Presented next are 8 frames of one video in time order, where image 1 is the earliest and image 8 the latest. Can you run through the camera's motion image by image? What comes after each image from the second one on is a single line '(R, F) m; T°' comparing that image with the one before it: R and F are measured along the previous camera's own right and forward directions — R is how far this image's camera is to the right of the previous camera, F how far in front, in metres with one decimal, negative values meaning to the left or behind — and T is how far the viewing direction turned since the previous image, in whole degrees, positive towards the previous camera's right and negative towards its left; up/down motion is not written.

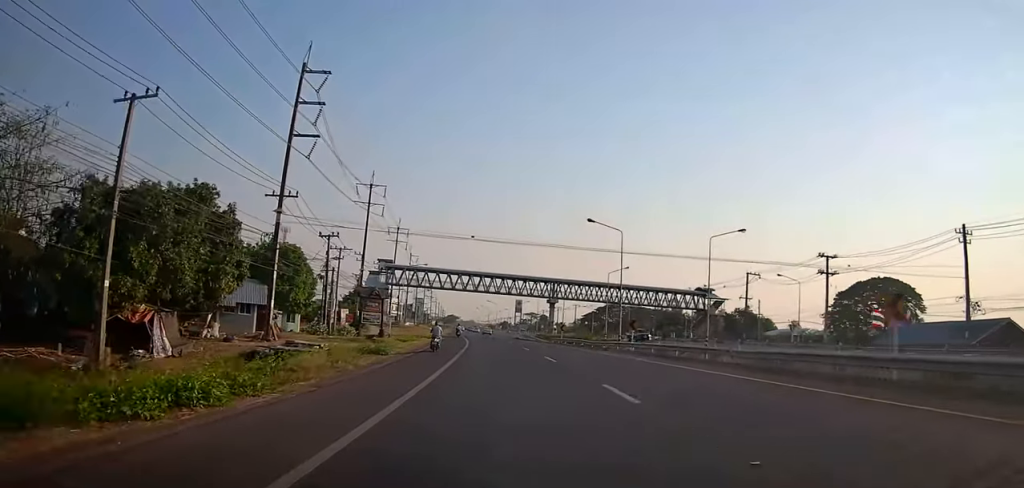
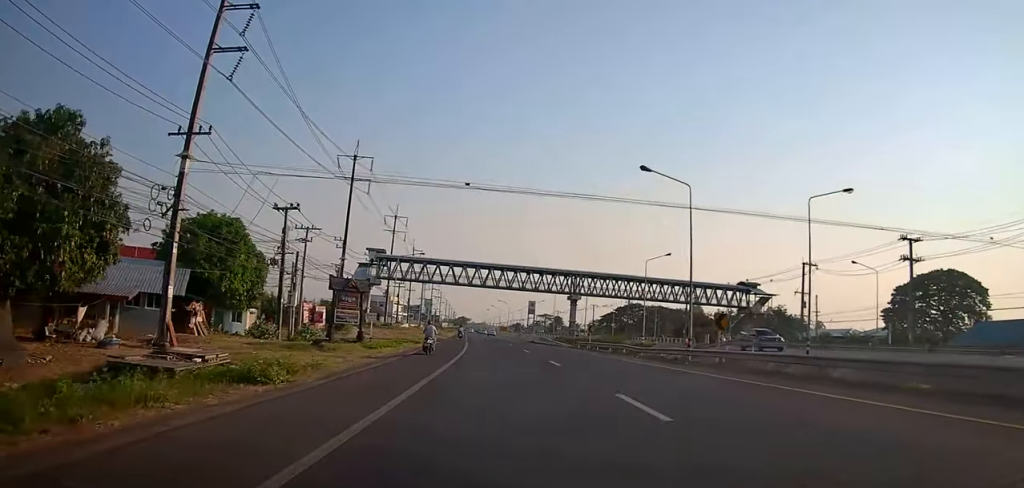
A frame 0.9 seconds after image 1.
(-0.4, +14.1) m; 0°
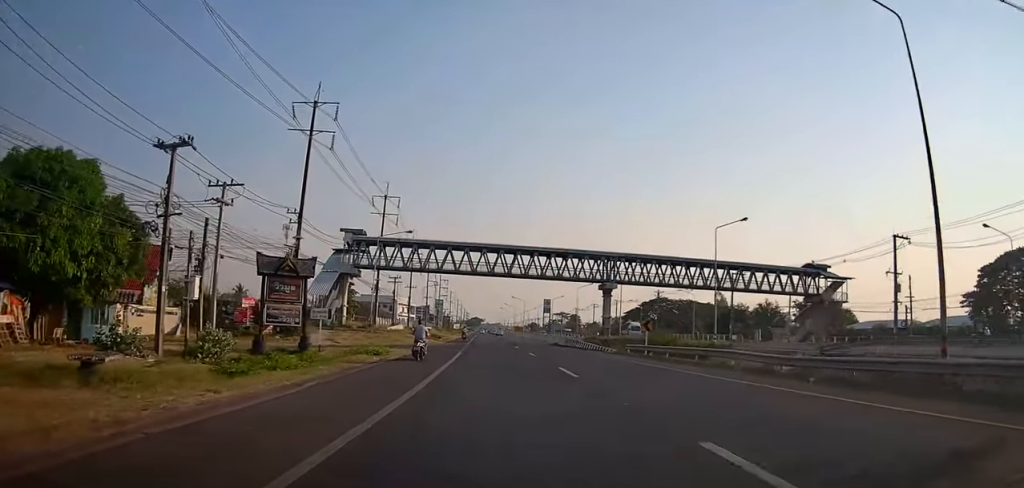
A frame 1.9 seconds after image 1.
(+0.3, +17.2) m; -1°
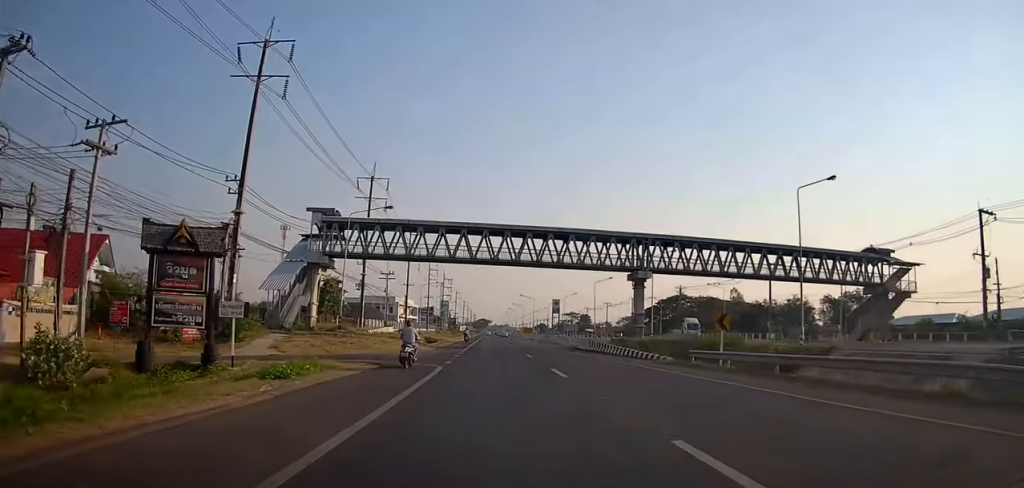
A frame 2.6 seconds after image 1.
(-0.4, +12.0) m; -2°
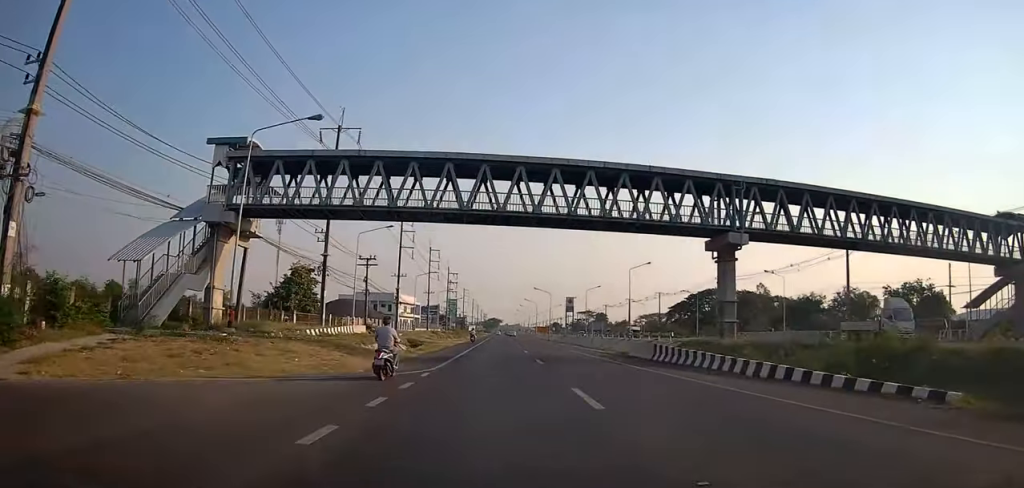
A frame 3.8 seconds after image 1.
(0.0, +18.4) m; 0°
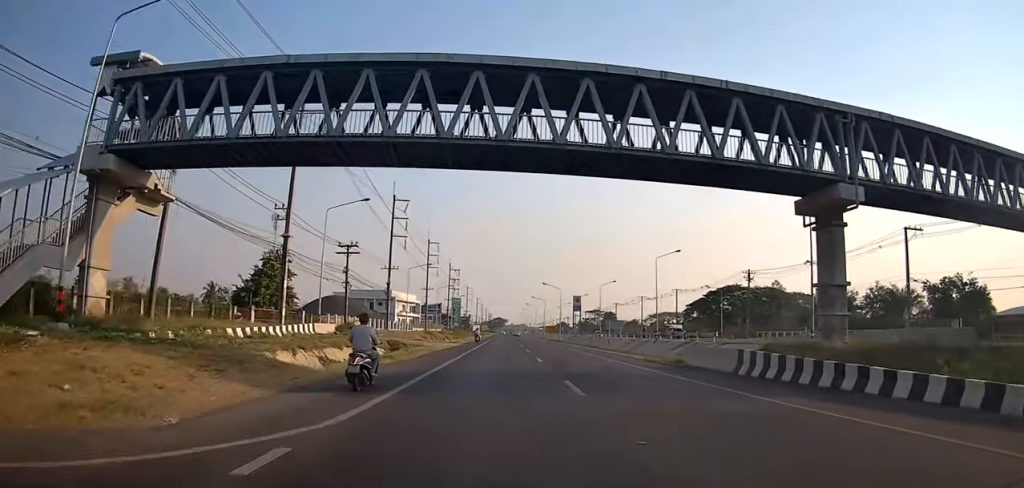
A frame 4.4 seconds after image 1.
(0.0, +10.5) m; 0°
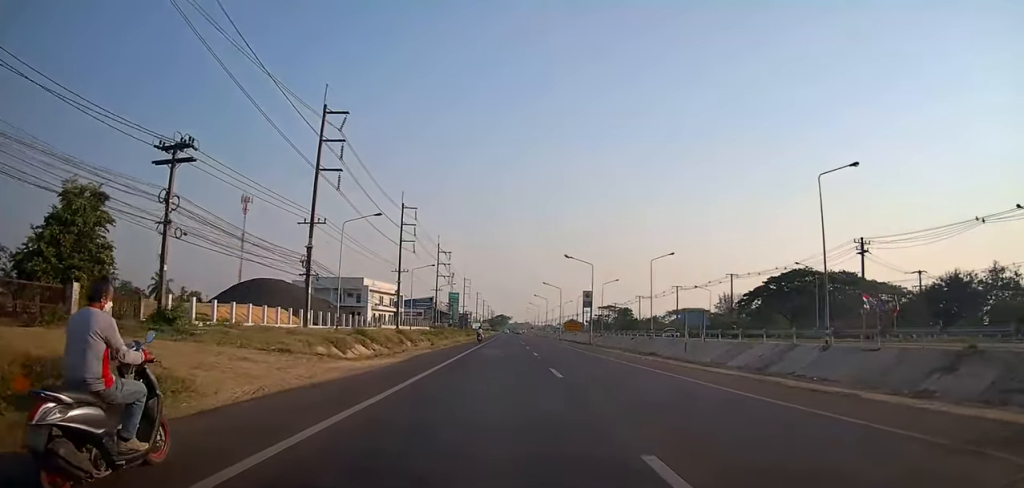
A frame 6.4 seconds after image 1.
(-0.1, +33.0) m; 0°
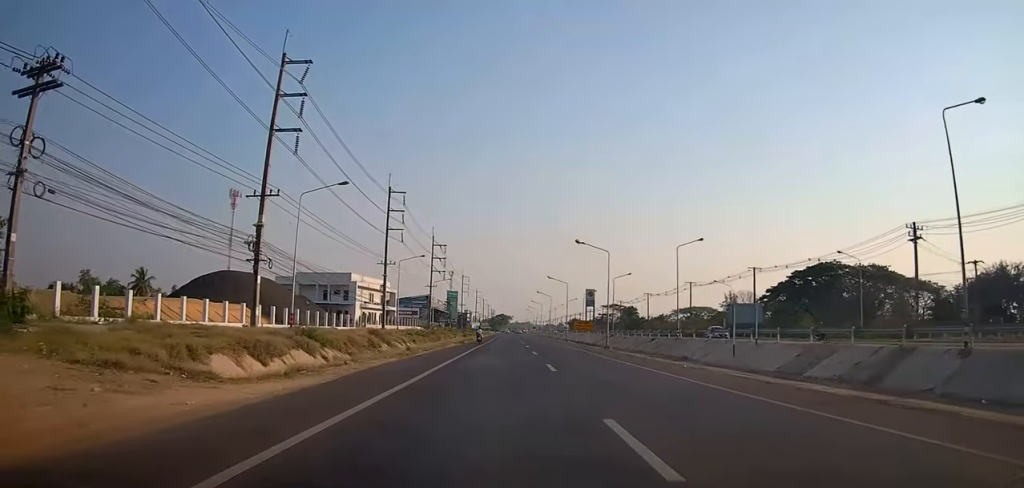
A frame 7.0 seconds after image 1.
(0.0, +9.9) m; 0°
